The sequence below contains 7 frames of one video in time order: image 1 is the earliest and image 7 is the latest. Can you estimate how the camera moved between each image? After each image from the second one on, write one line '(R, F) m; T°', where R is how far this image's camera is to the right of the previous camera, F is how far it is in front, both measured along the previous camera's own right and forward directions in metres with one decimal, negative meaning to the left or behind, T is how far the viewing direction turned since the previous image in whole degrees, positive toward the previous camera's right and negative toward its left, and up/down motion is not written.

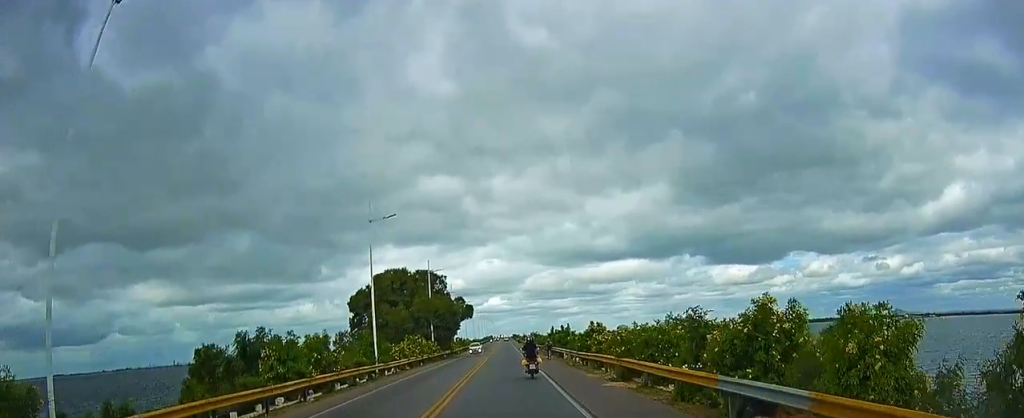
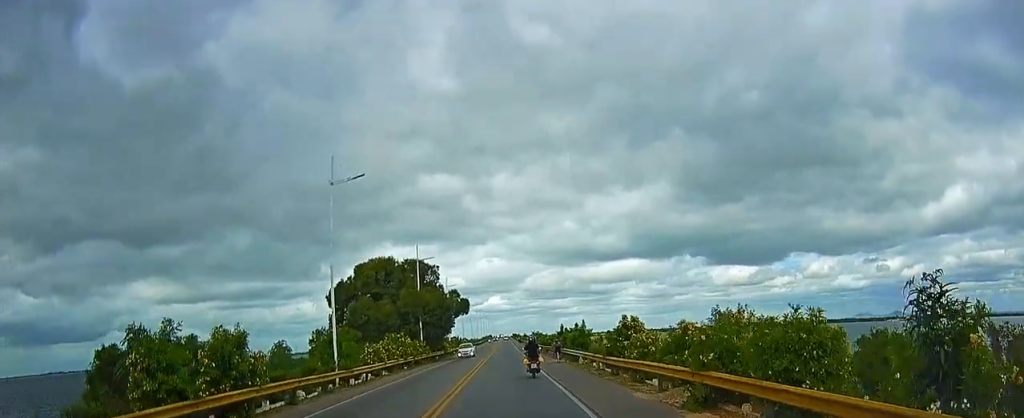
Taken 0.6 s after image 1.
(0.0, +9.5) m; 0°
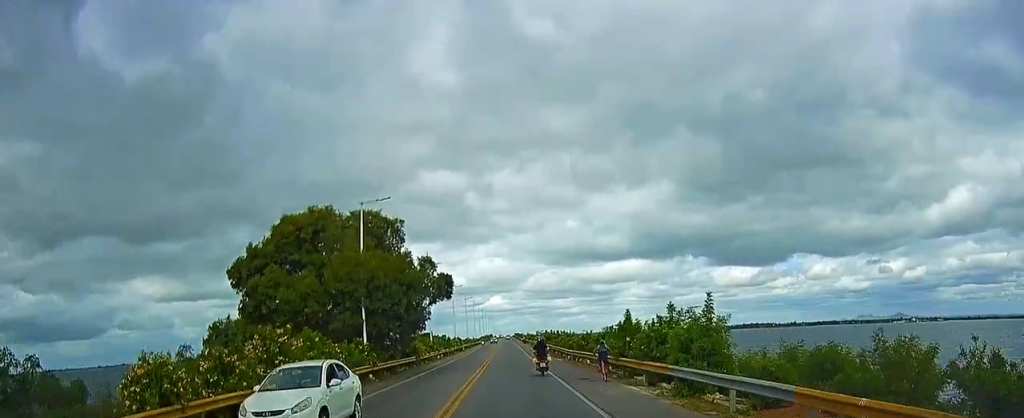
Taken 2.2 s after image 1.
(-0.7, +25.4) m; -2°
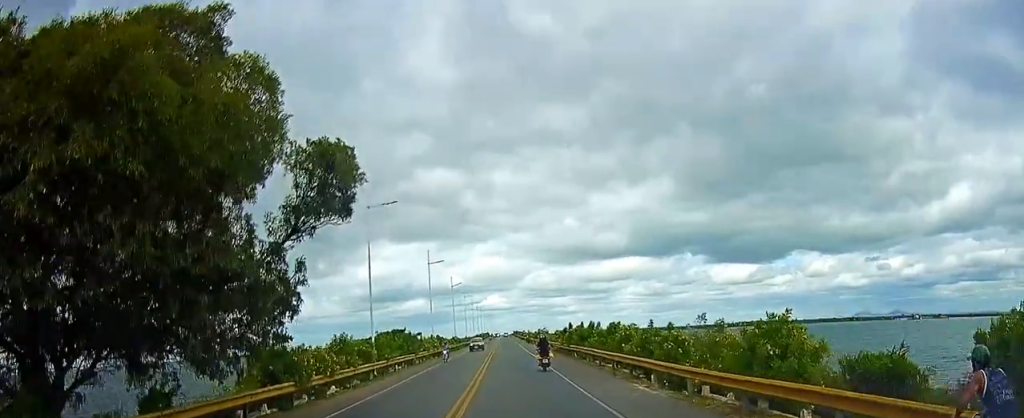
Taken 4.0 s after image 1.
(+0.3, +29.0) m; 0°
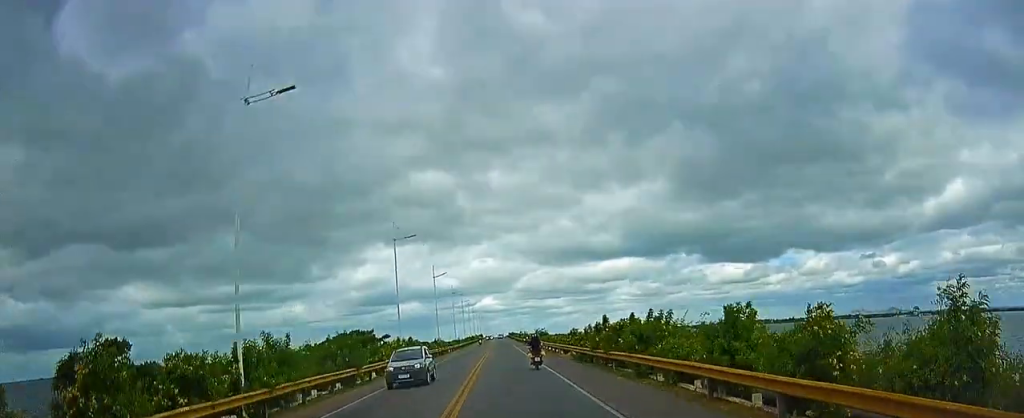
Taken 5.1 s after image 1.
(-0.1, +18.1) m; -1°
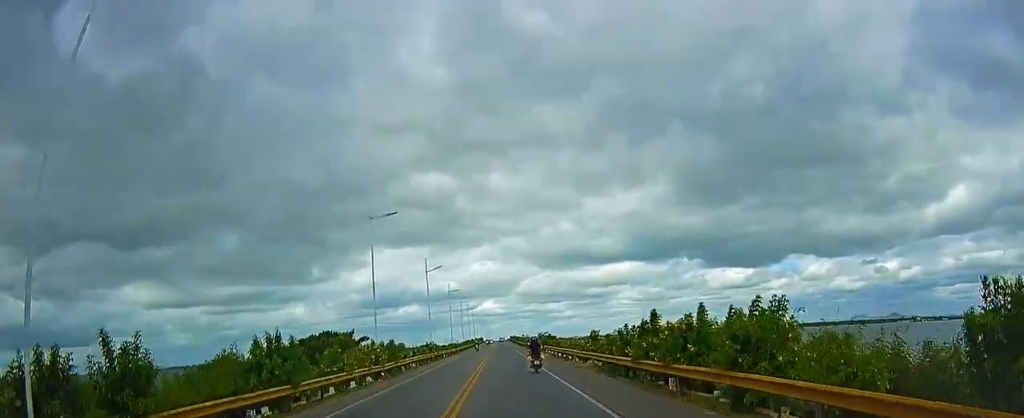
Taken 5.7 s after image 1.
(0.0, +9.4) m; 0°
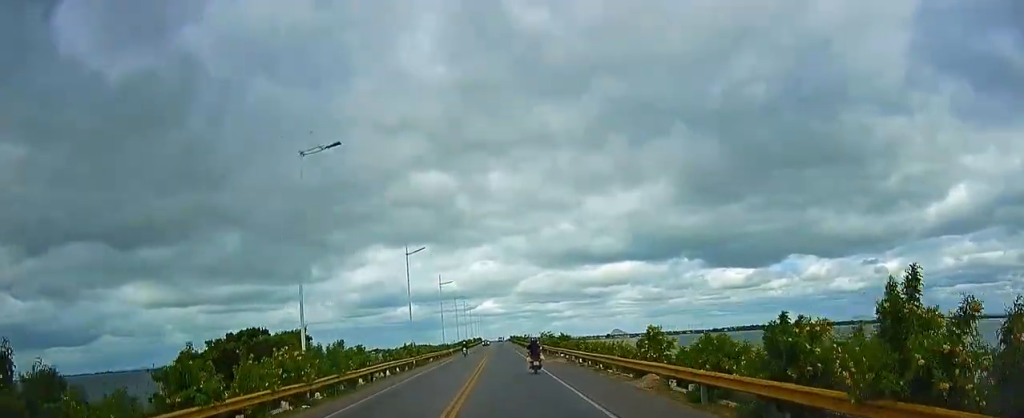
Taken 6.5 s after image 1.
(-0.1, +14.0) m; +2°
